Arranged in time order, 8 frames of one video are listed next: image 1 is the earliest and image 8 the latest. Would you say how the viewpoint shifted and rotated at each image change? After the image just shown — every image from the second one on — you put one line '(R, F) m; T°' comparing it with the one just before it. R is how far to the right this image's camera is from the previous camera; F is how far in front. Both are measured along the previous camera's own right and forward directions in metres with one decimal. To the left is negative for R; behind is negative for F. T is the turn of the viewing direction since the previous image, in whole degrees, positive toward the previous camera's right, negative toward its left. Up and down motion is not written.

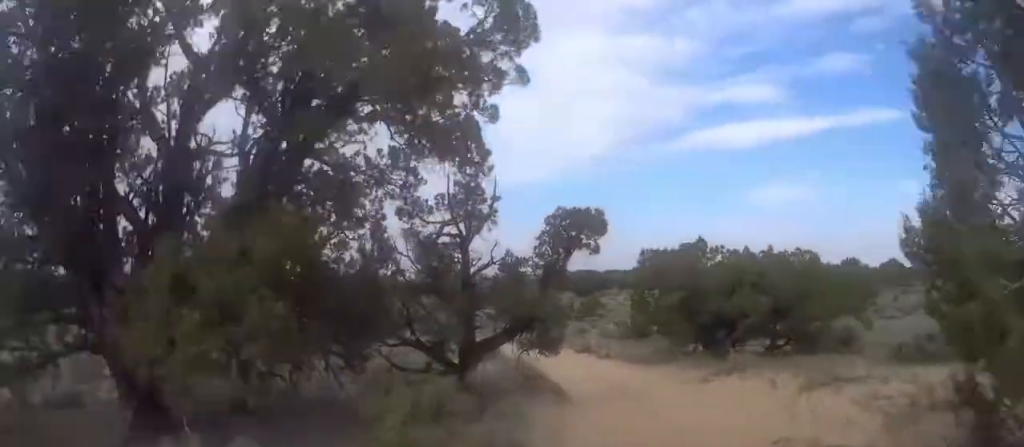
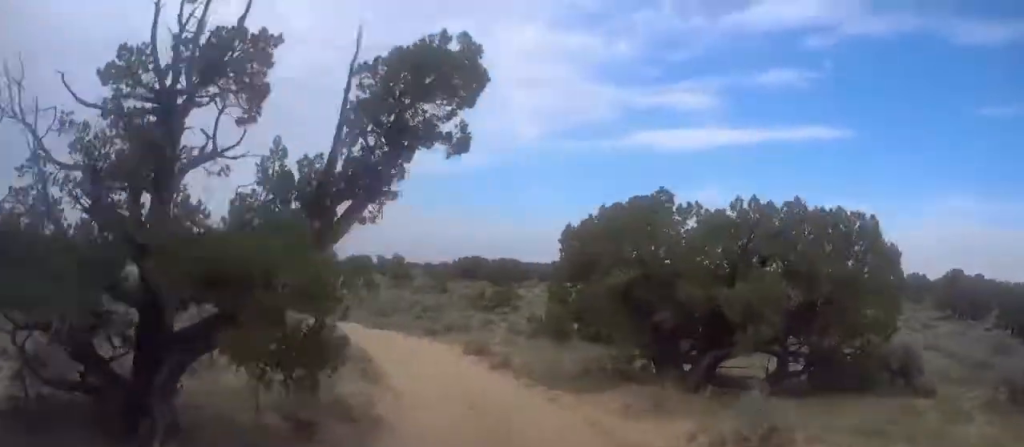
(+1.0, +8.6) m; +5°
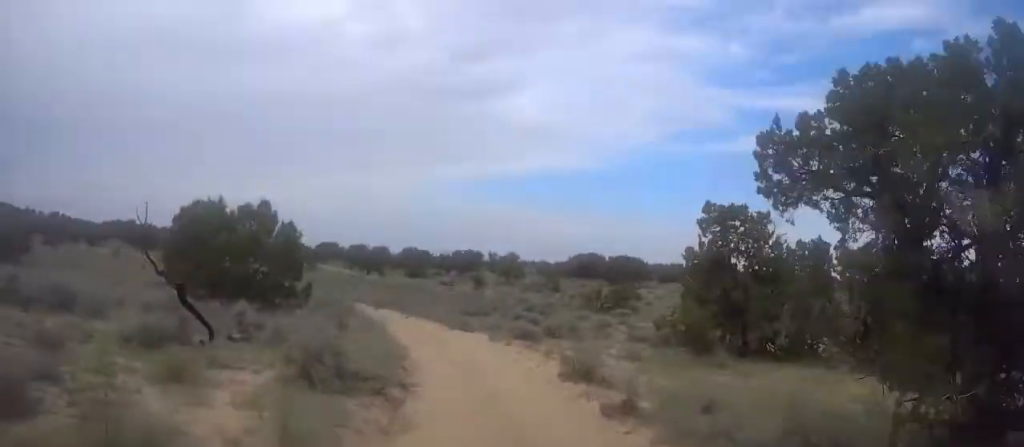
(+0.2, +7.8) m; -2°
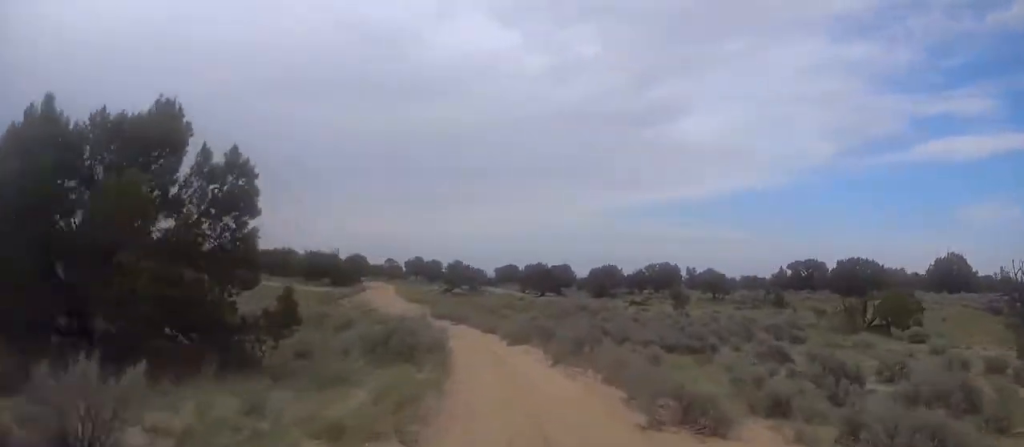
(-2.0, +18.5) m; -18°
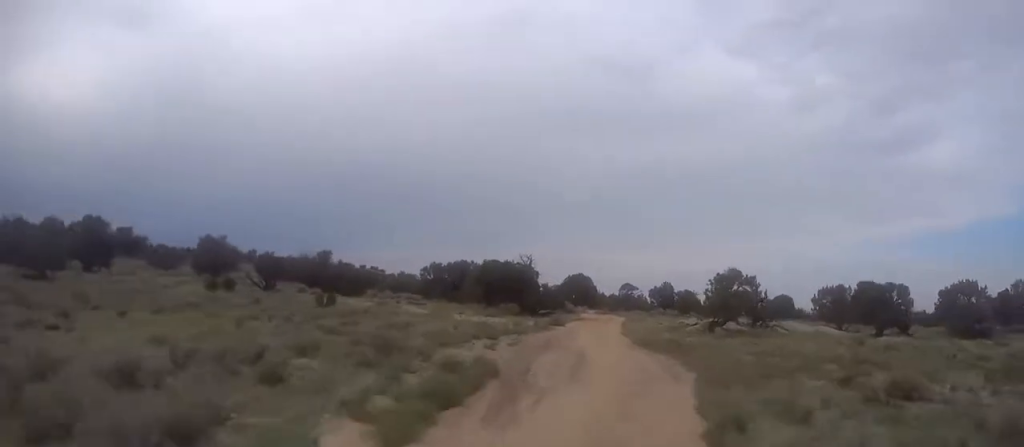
(-11.4, +36.1) m; -26°
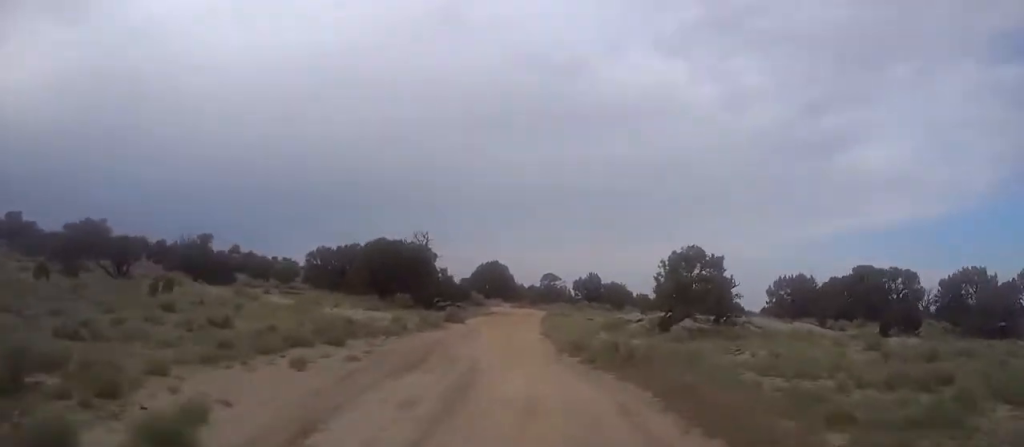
(-0.5, +13.5) m; -2°
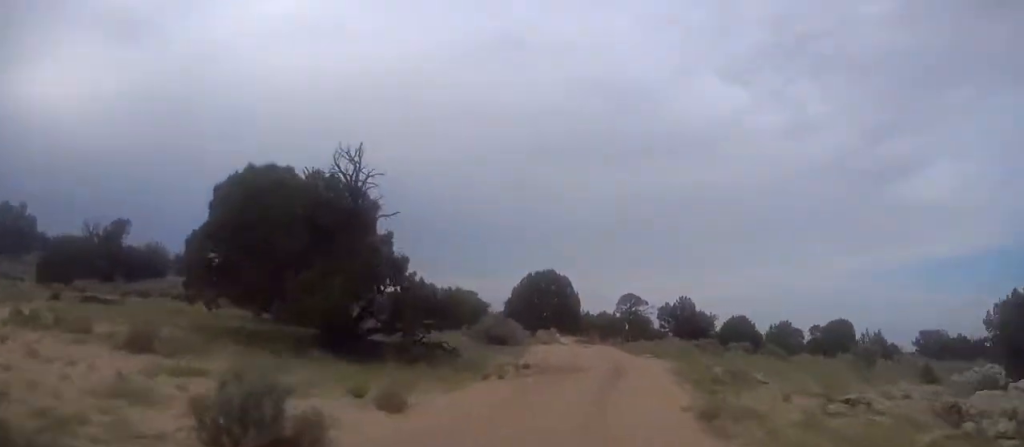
(0.0, +32.9) m; 0°
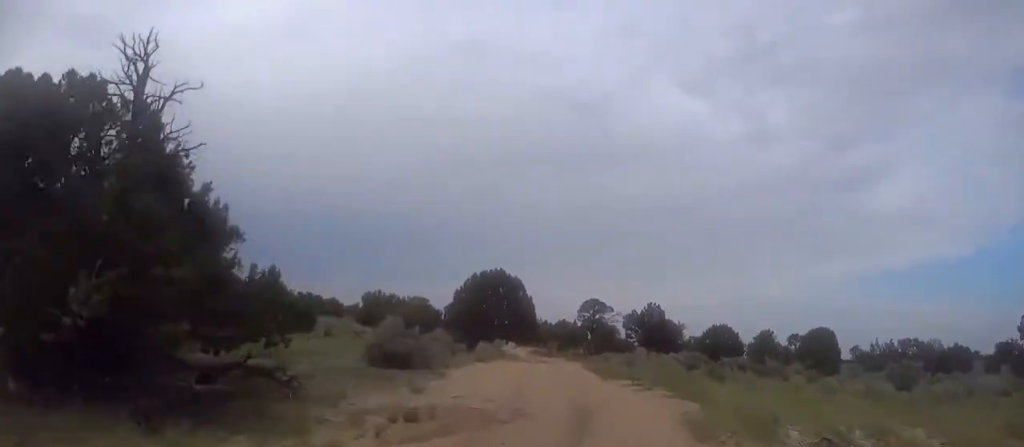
(0.0, +9.2) m; 0°
